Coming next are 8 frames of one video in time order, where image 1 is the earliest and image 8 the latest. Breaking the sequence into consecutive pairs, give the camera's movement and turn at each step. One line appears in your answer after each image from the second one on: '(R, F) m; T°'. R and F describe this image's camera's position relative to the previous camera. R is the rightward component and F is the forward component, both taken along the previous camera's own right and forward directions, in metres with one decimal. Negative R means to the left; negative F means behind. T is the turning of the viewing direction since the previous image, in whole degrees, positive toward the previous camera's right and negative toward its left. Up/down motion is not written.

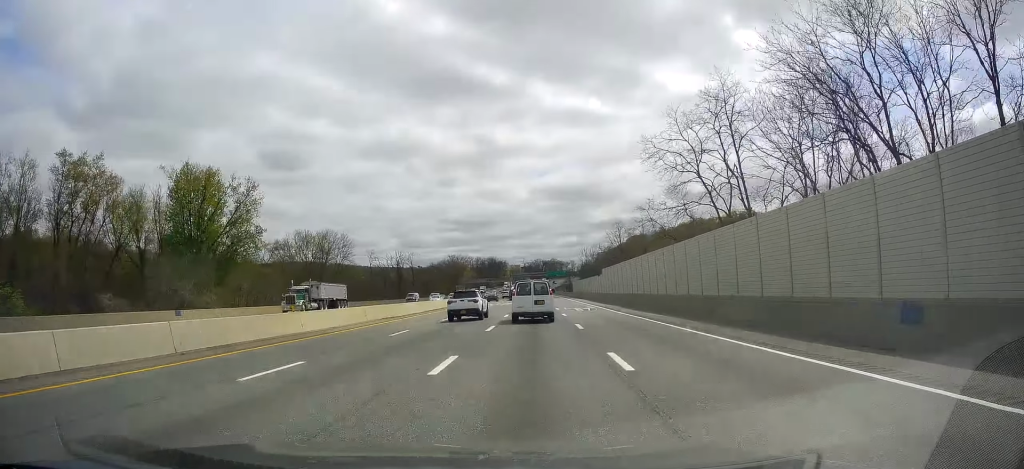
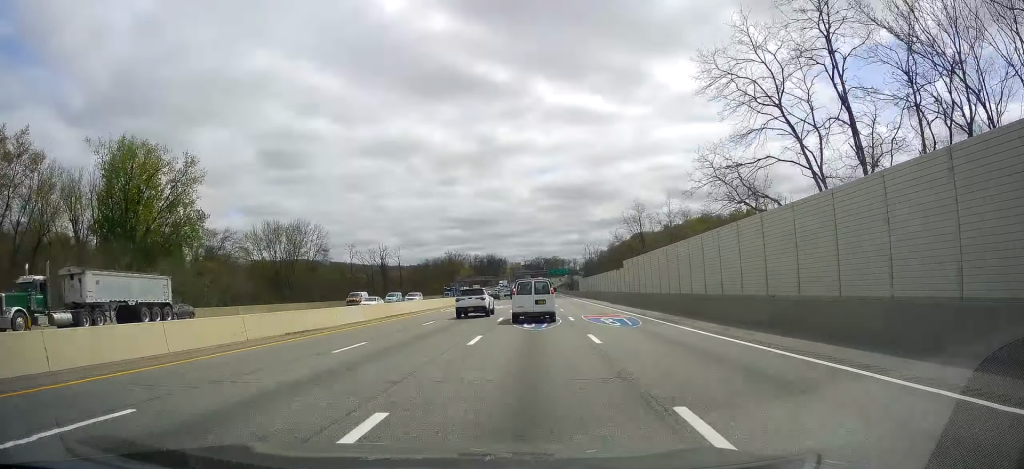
(-0.1, +18.9) m; +1°
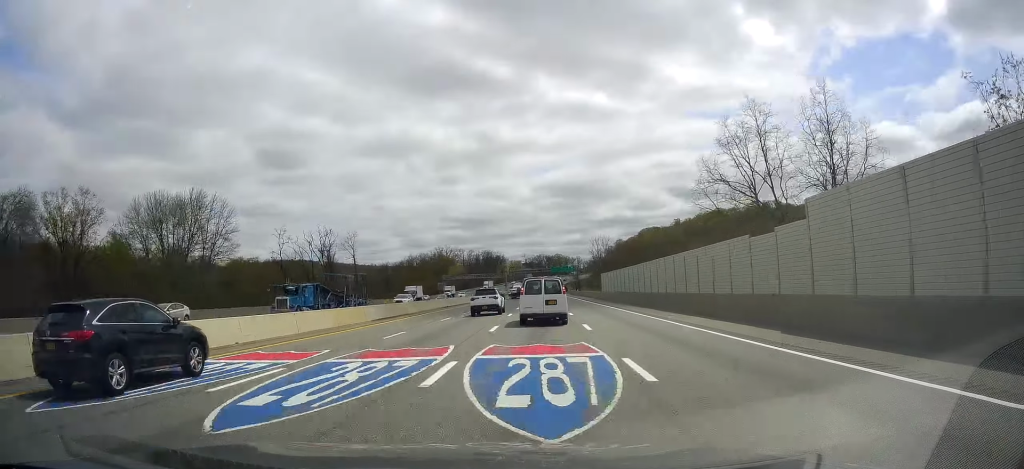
(+0.1, +43.6) m; 0°
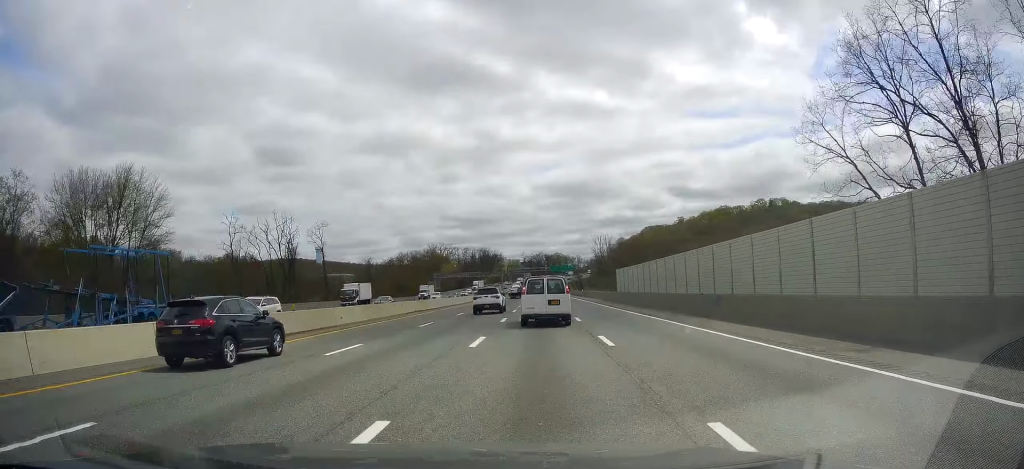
(+0.1, +18.6) m; 0°
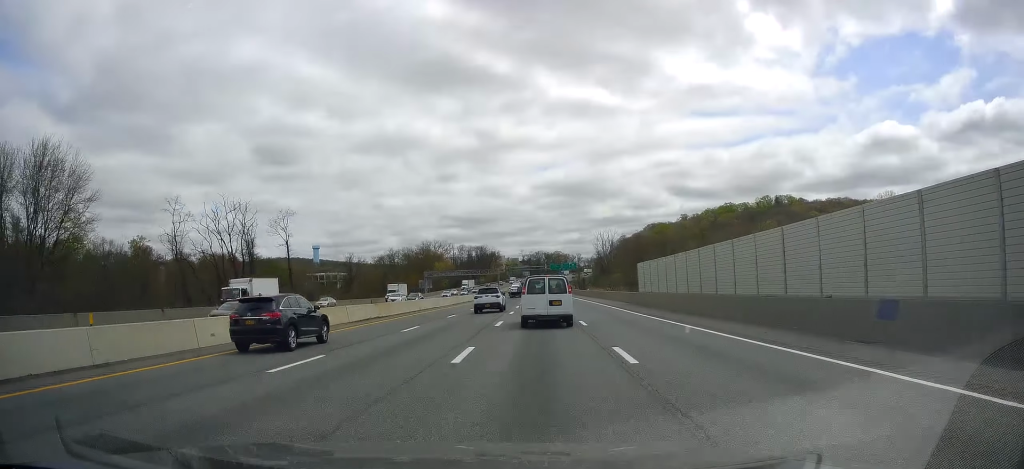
(+0.3, +16.0) m; 0°
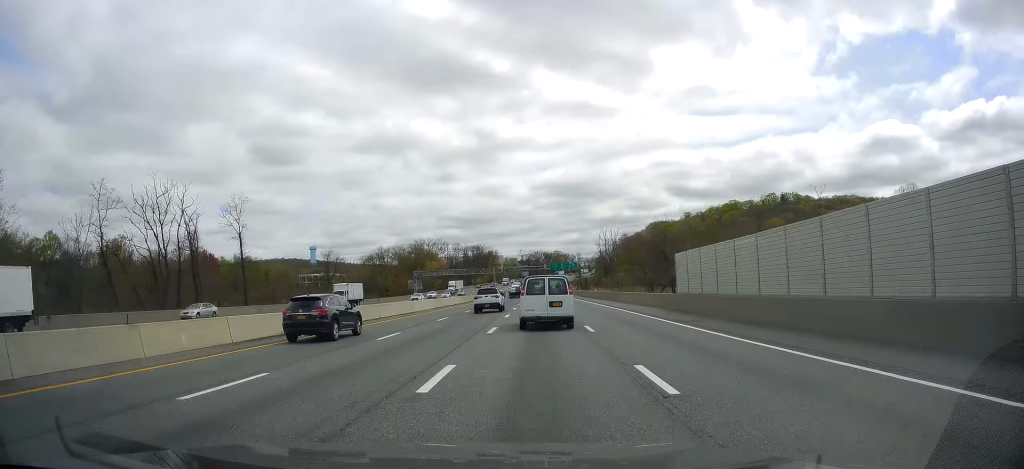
(-0.3, +15.9) m; -1°
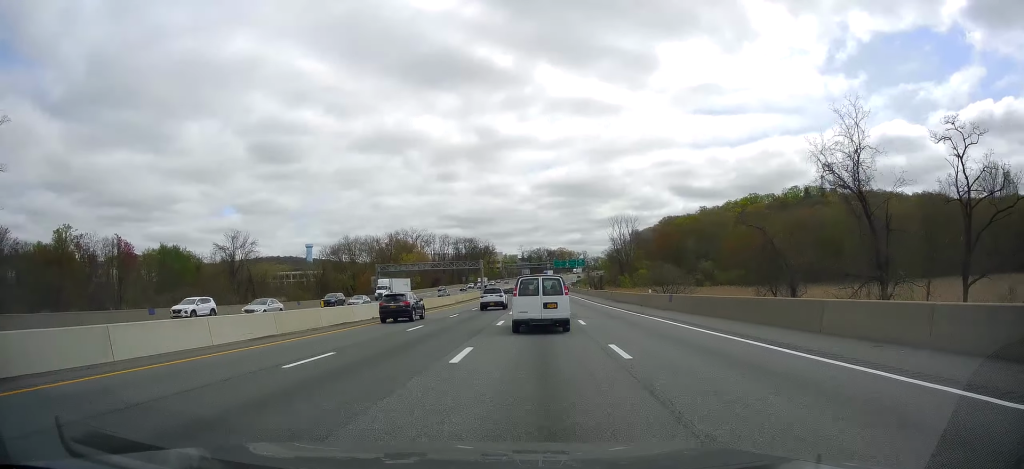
(0.0, +45.0) m; +1°
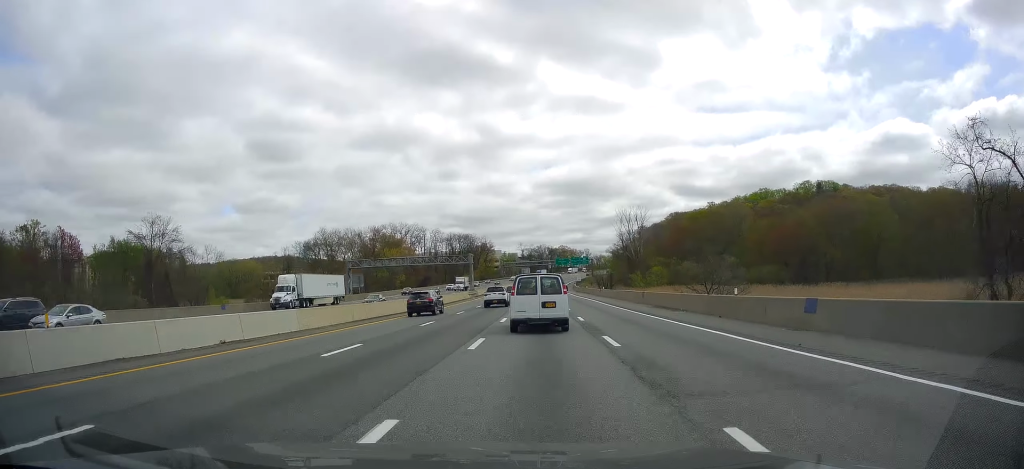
(+0.2, +21.9) m; 0°
